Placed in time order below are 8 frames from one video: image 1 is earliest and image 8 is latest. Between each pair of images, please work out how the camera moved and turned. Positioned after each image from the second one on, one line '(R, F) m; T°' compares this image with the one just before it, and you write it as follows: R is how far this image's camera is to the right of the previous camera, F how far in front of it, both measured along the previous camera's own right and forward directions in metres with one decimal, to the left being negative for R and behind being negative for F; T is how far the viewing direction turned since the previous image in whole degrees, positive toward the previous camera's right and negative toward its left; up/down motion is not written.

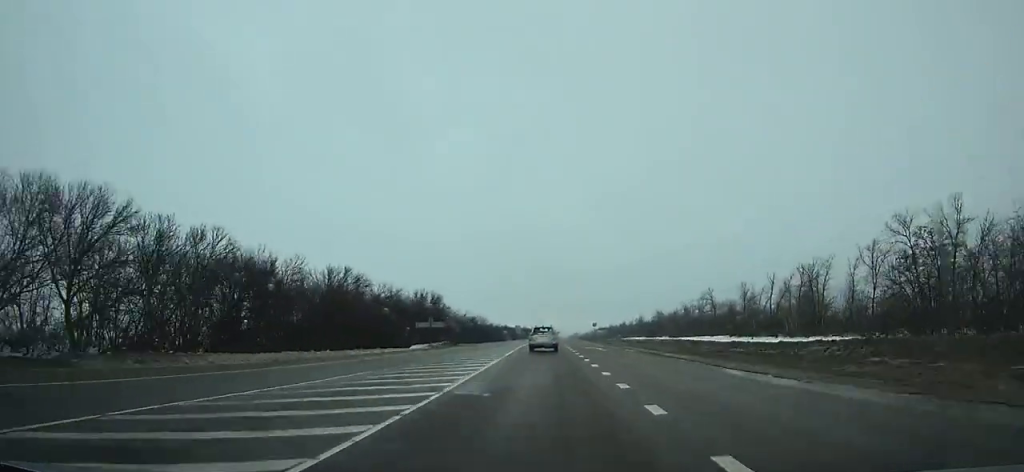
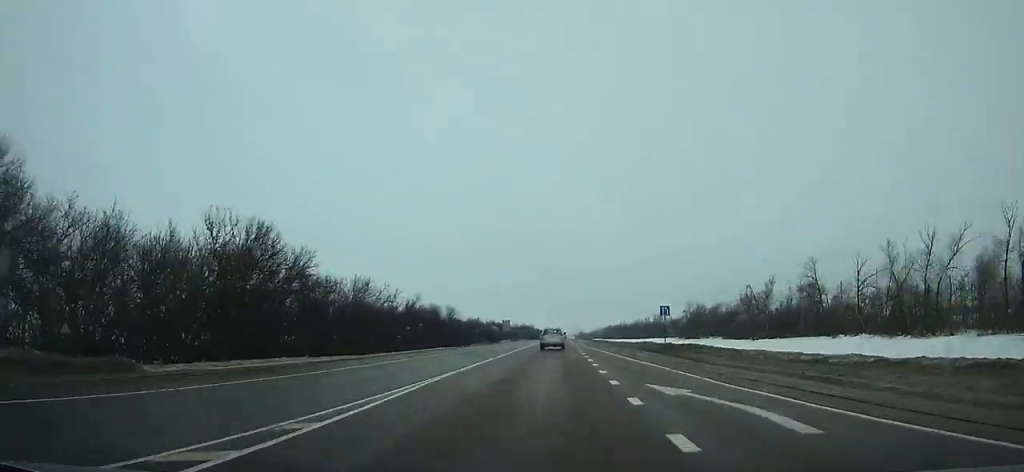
(0.0, +63.5) m; 0°
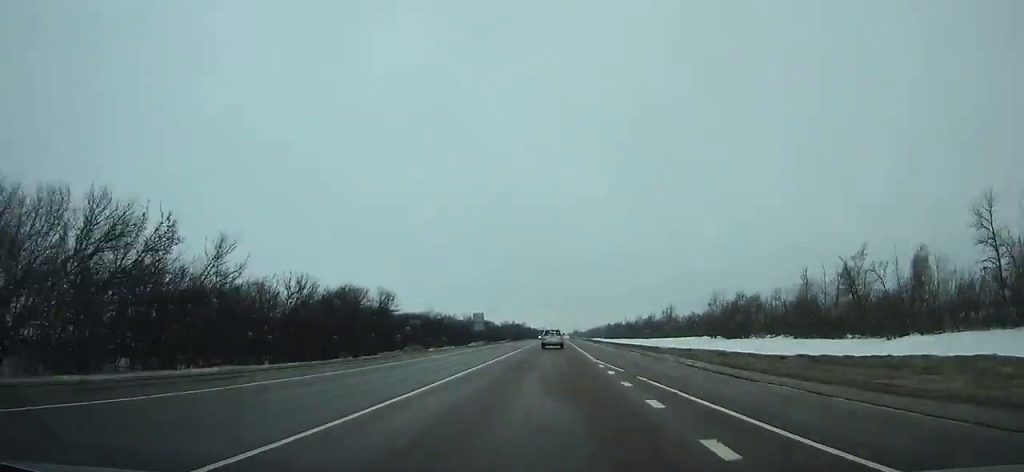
(0.0, +44.9) m; 0°
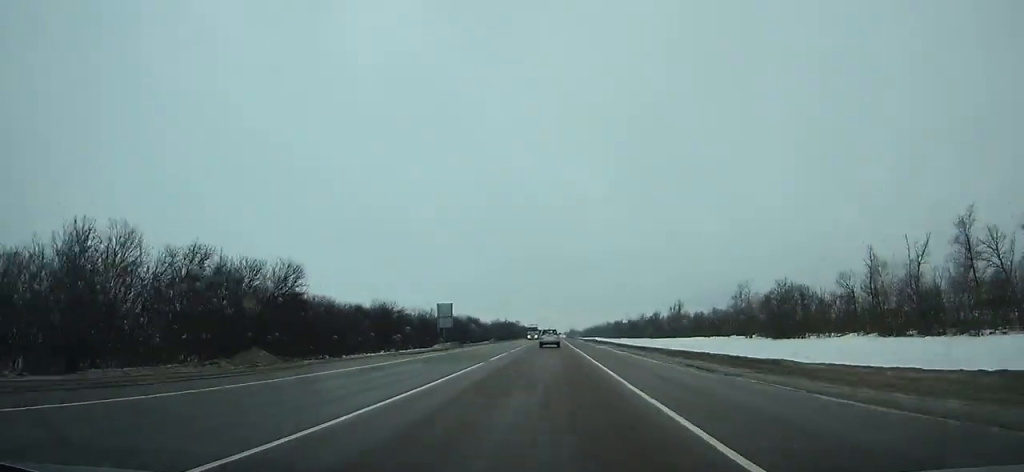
(+0.1, +28.7) m; 0°
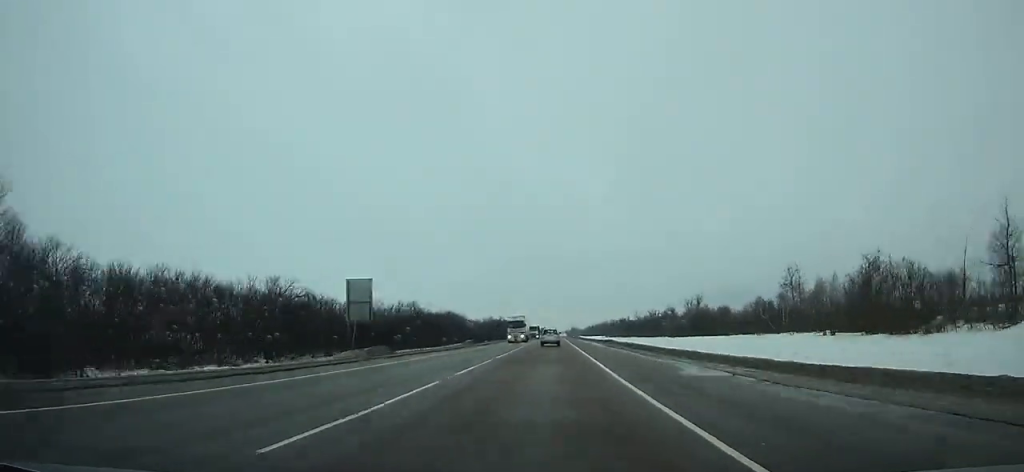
(+0.1, +33.4) m; 0°
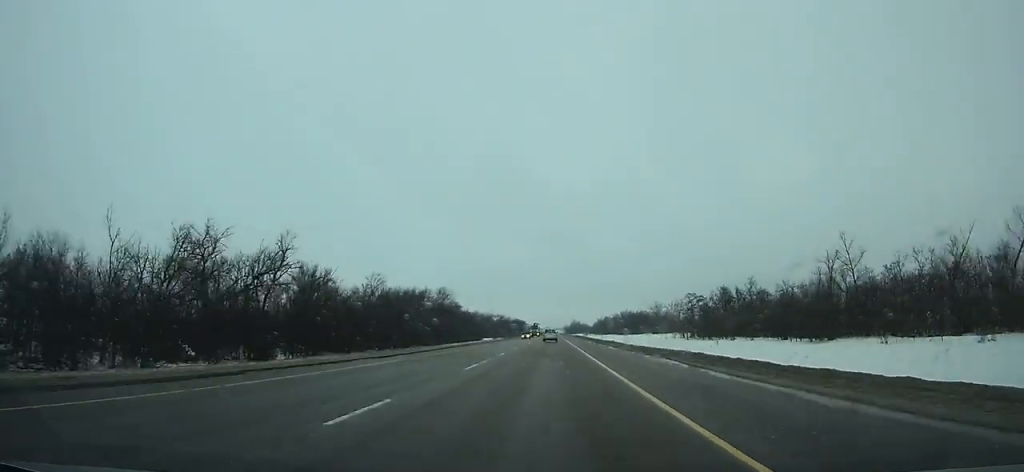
(+0.4, +228.0) m; 0°
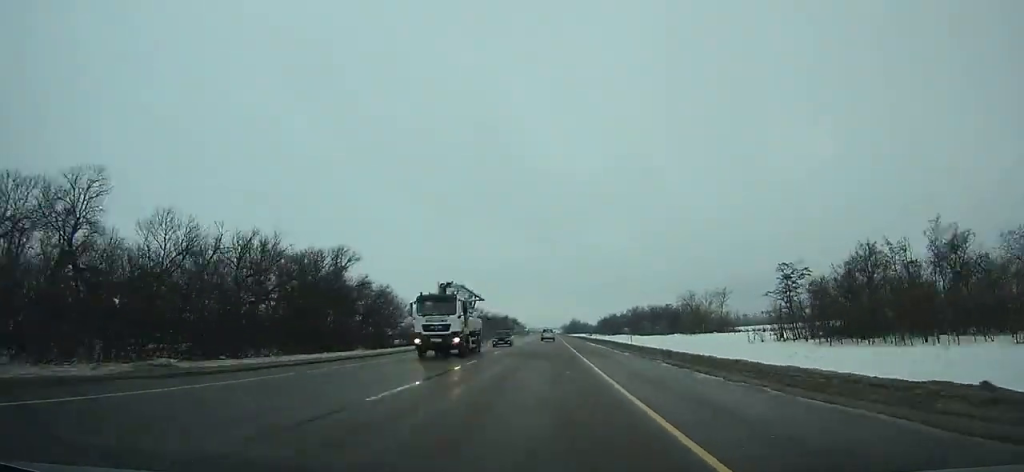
(+0.1, +69.3) m; 0°
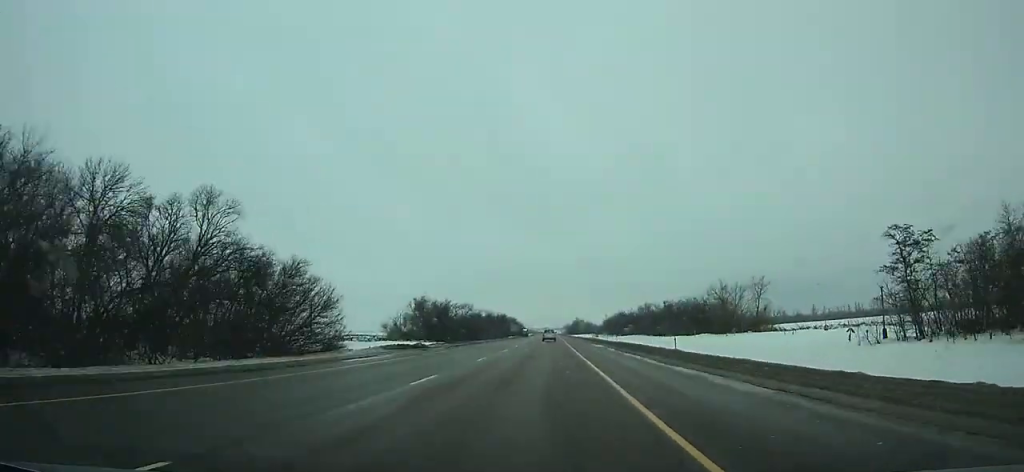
(0.0, +33.8) m; 0°
